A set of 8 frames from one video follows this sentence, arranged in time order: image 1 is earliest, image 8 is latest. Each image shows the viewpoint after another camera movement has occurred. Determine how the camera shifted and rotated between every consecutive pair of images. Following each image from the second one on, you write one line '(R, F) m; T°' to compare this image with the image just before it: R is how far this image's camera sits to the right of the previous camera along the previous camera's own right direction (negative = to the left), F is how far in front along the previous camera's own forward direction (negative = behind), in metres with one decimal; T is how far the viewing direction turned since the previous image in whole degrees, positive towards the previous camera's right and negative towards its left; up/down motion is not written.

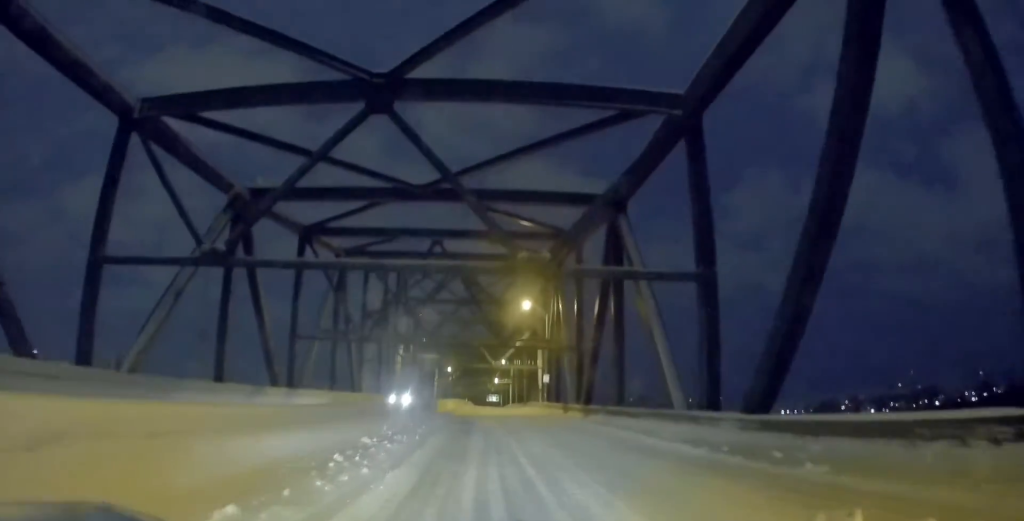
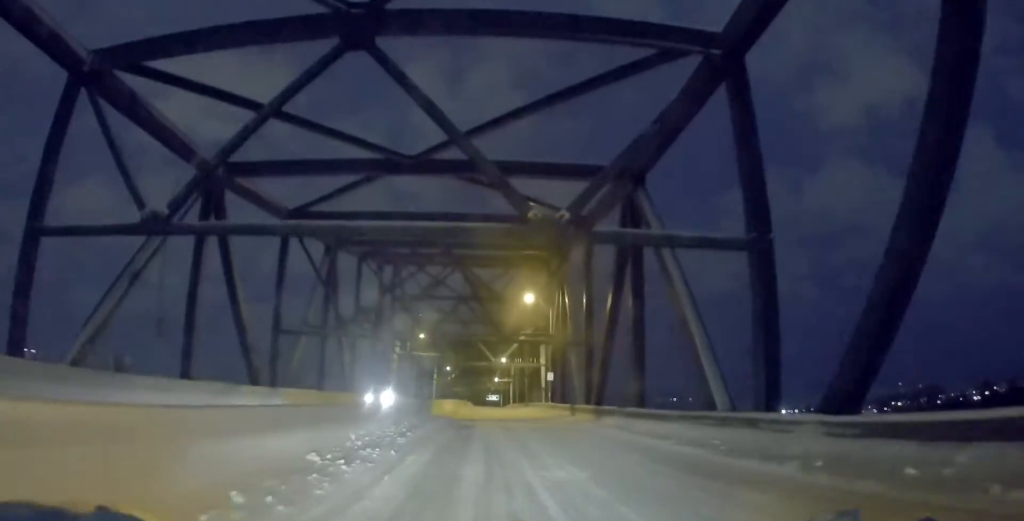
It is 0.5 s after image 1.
(-0.2, +4.4) m; -1°
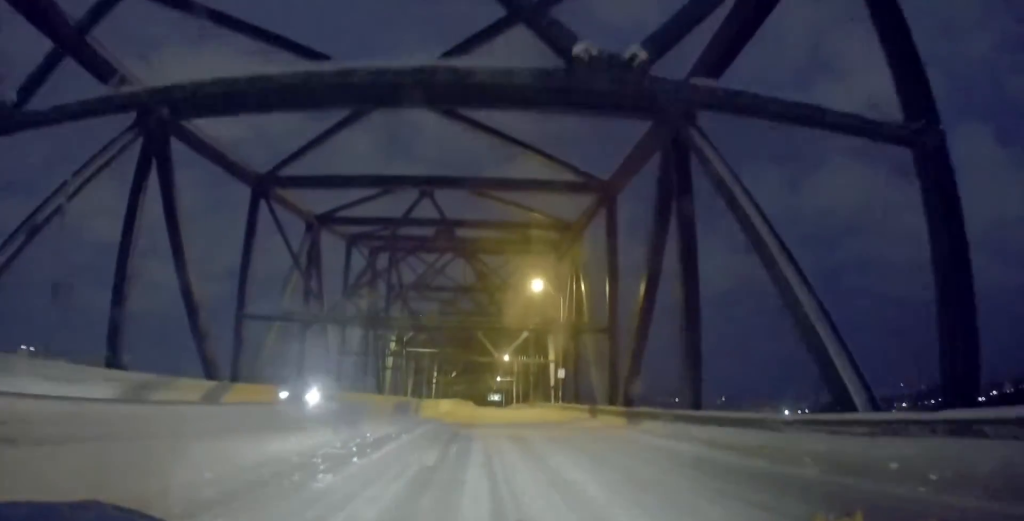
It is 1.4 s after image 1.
(-0.4, +7.5) m; -2°
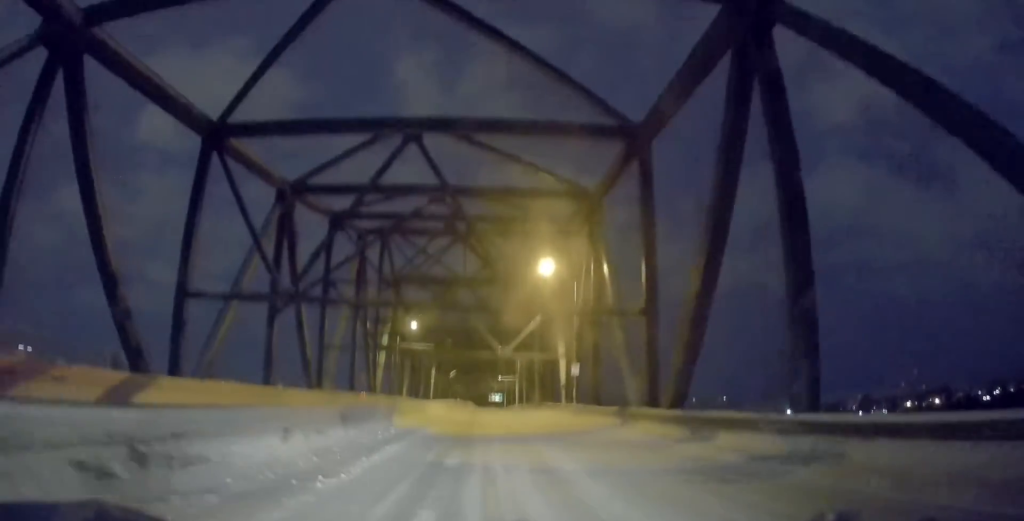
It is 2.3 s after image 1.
(+0.1, +8.3) m; 0°
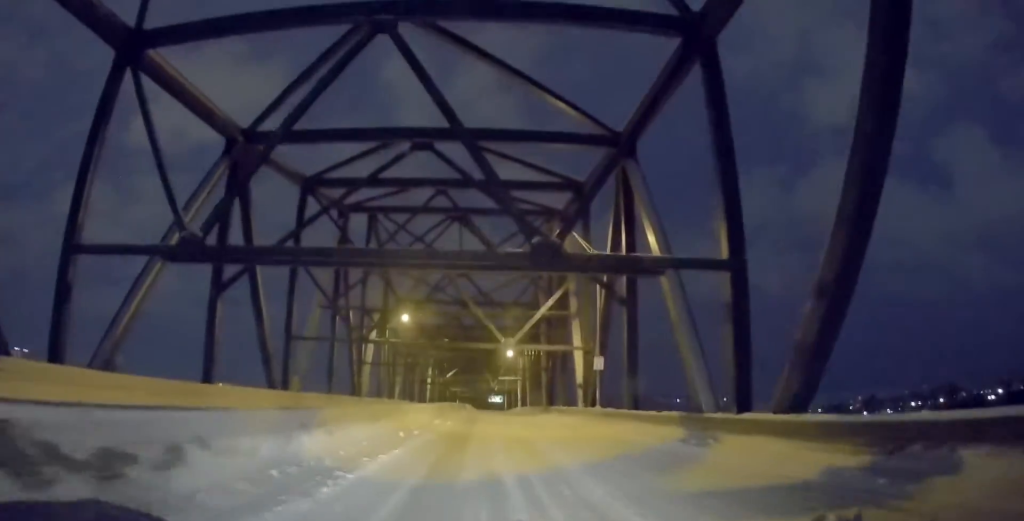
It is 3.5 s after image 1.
(-0.1, +10.1) m; 0°
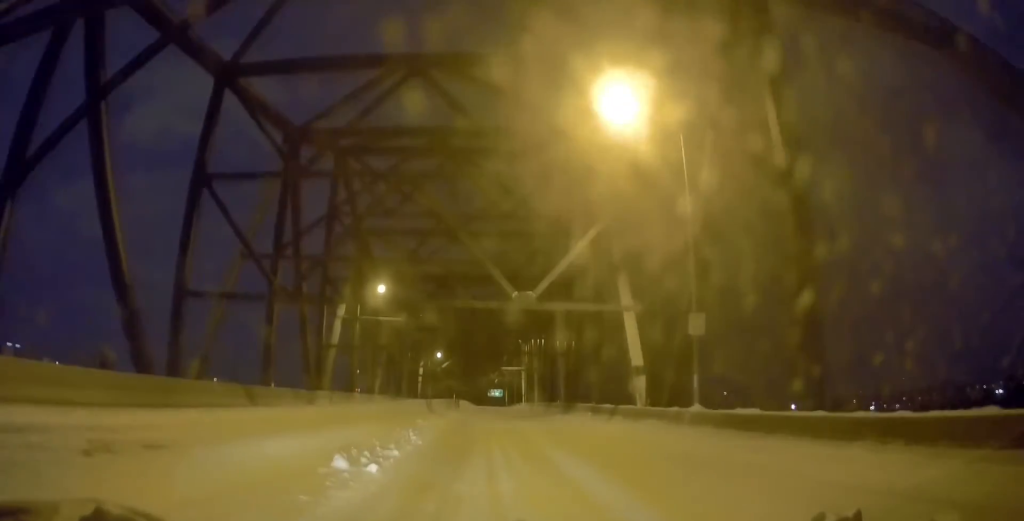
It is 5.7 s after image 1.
(0.0, +18.3) m; -1°
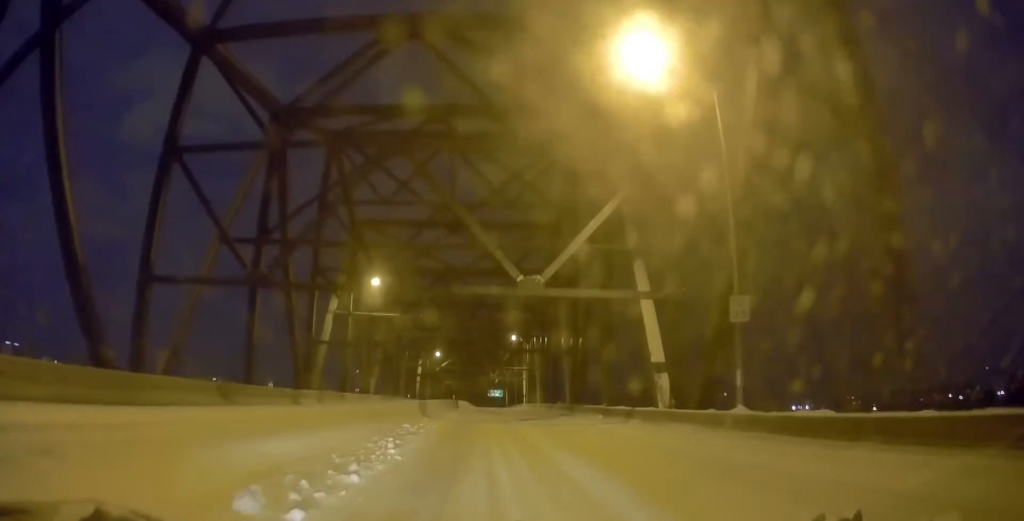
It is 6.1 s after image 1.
(+0.1, +3.5) m; 0°
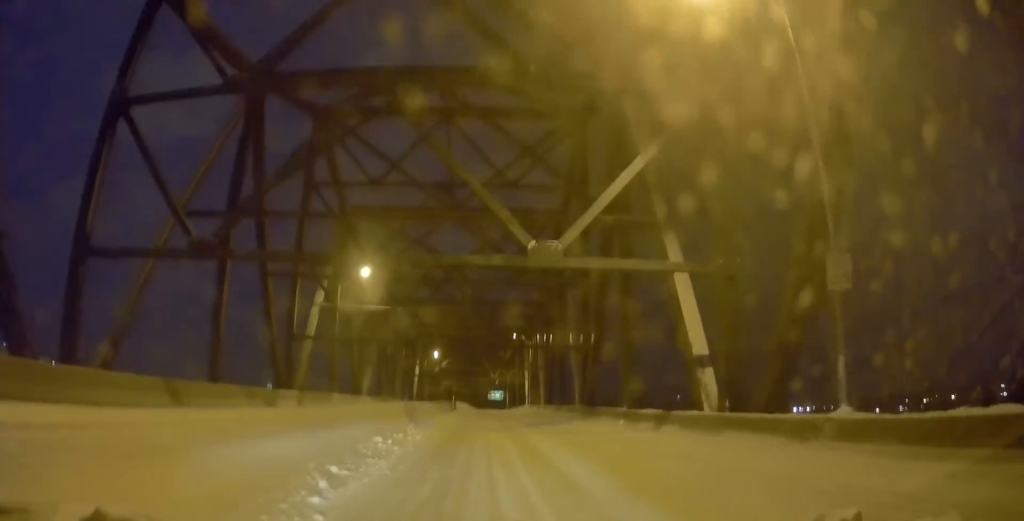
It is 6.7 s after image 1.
(-0.3, +5.3) m; +1°
